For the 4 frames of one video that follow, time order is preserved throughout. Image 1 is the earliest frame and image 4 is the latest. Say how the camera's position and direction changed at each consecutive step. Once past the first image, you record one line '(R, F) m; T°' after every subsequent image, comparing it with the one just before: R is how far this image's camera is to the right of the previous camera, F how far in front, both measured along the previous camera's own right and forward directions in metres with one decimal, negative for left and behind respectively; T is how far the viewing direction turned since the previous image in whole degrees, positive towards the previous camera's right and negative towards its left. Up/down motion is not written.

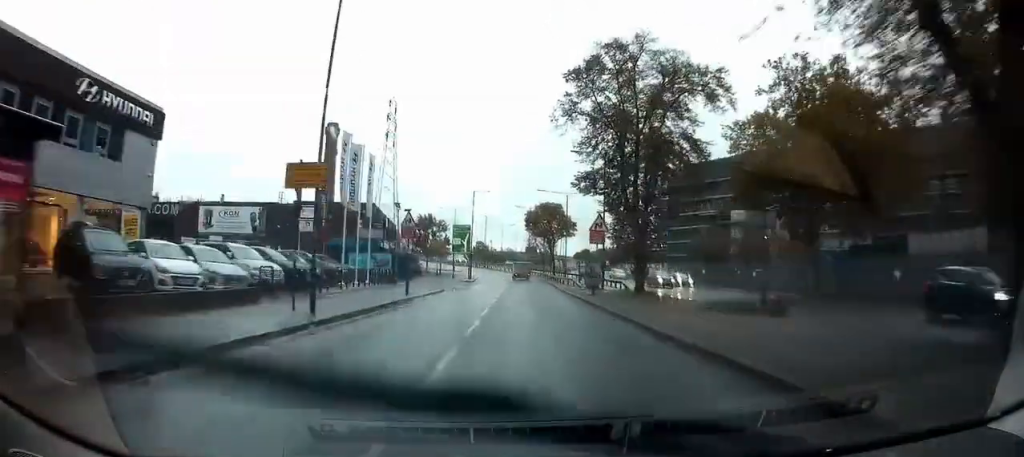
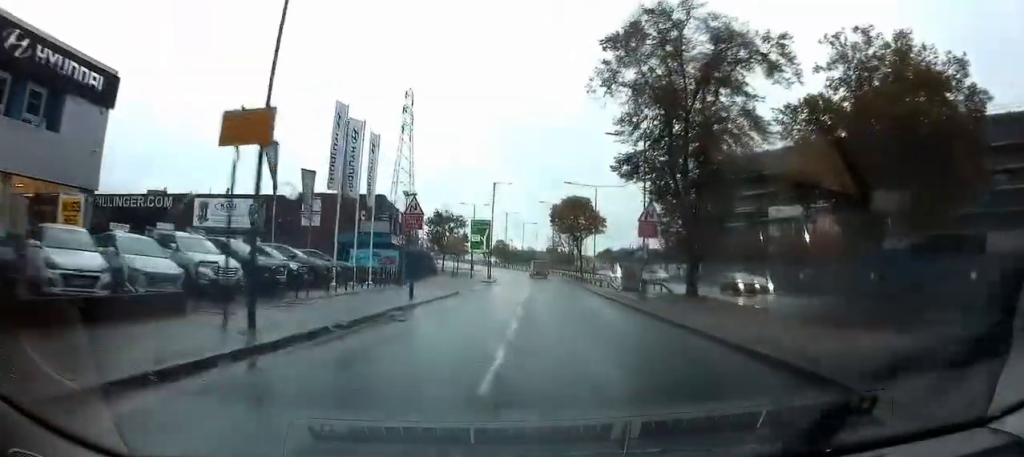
(0.0, +5.5) m; -1°
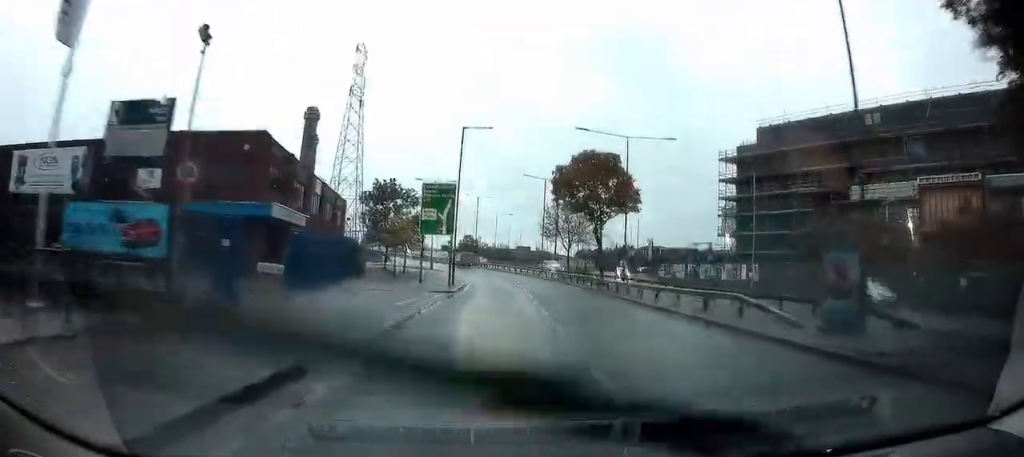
(-0.3, +23.3) m; 0°
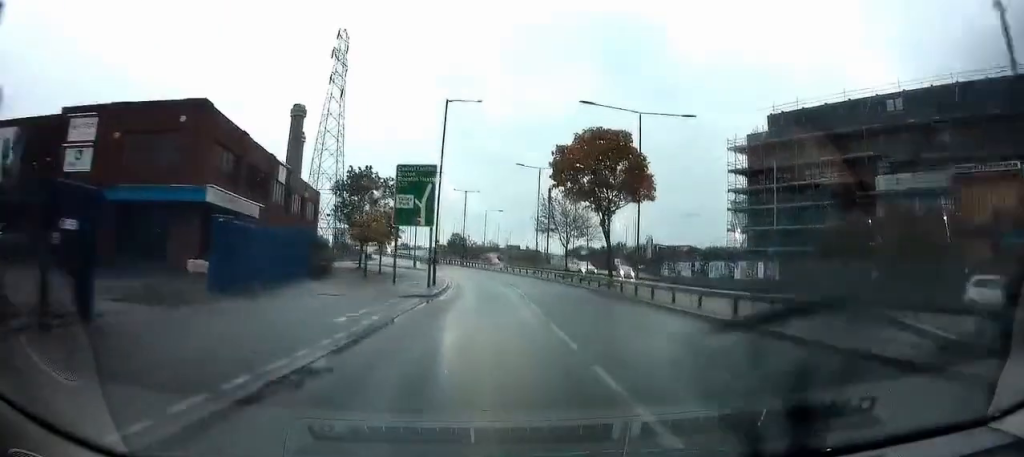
(+0.1, +5.8) m; +1°
